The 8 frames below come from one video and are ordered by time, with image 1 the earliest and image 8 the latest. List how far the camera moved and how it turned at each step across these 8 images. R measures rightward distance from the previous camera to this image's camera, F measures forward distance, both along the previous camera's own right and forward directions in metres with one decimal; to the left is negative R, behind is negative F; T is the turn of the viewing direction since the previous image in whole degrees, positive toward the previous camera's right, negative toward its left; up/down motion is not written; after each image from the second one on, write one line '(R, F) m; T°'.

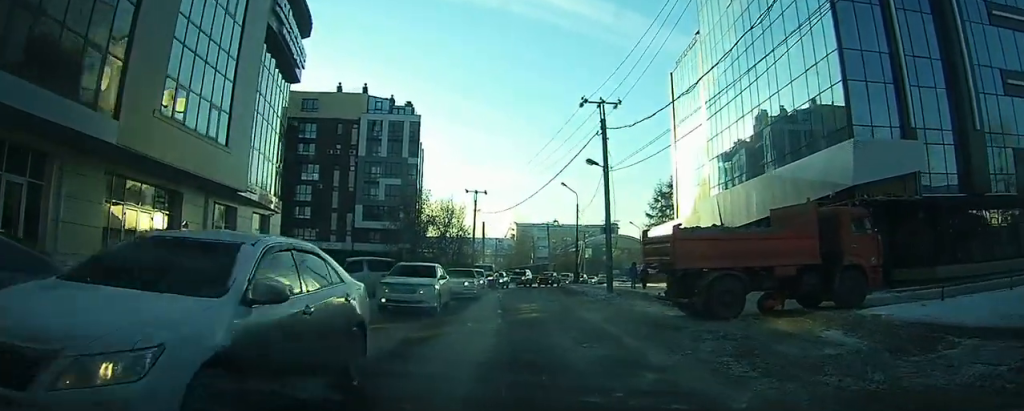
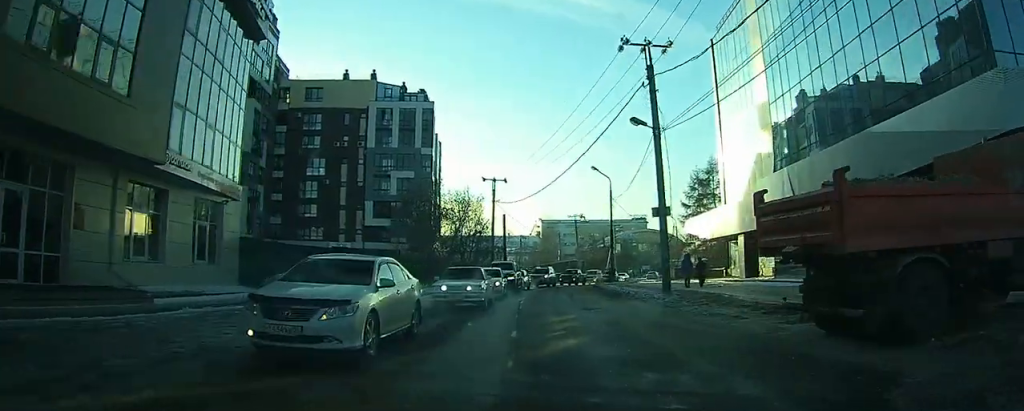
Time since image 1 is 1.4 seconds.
(-0.1, +6.0) m; +3°
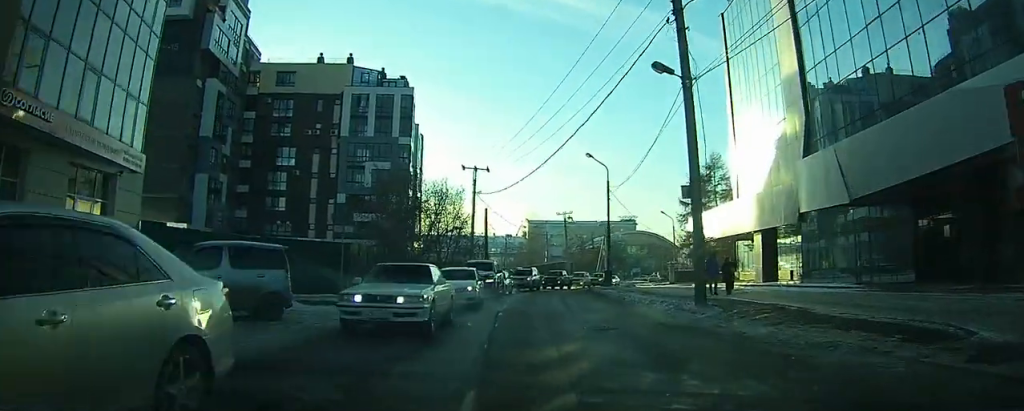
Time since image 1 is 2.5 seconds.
(+0.2, +5.5) m; +3°
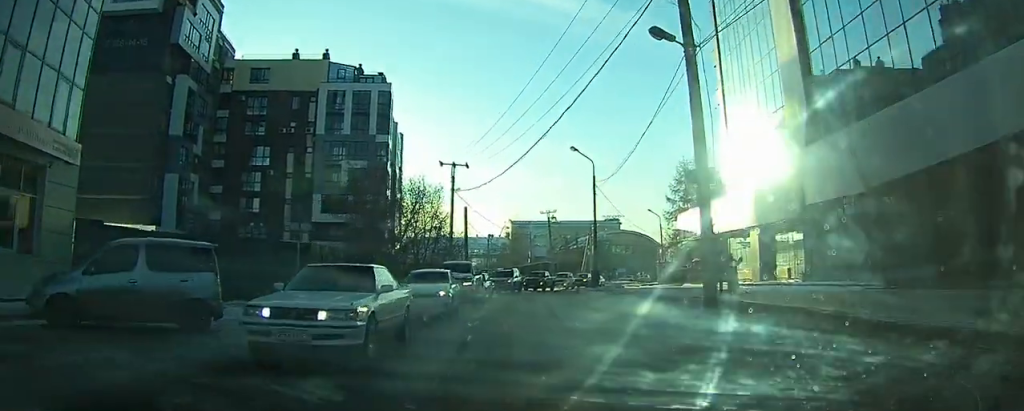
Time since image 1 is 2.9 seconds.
(0.0, +2.3) m; 0°
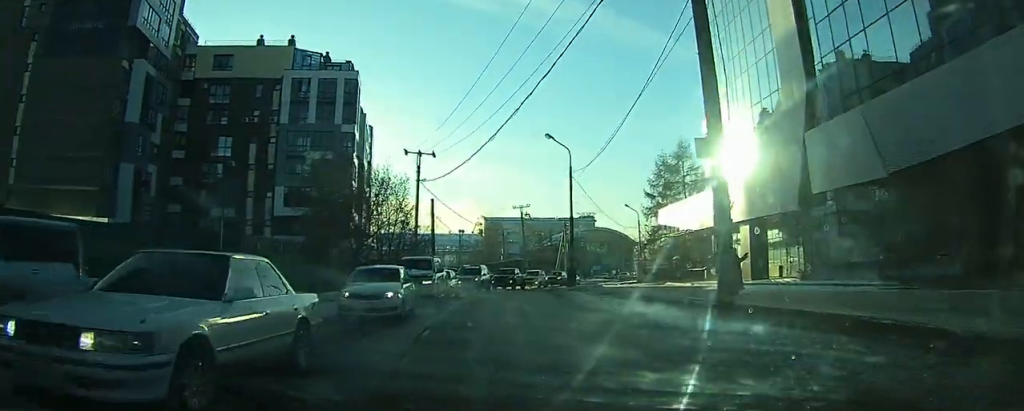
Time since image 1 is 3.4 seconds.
(0.0, +2.9) m; 0°
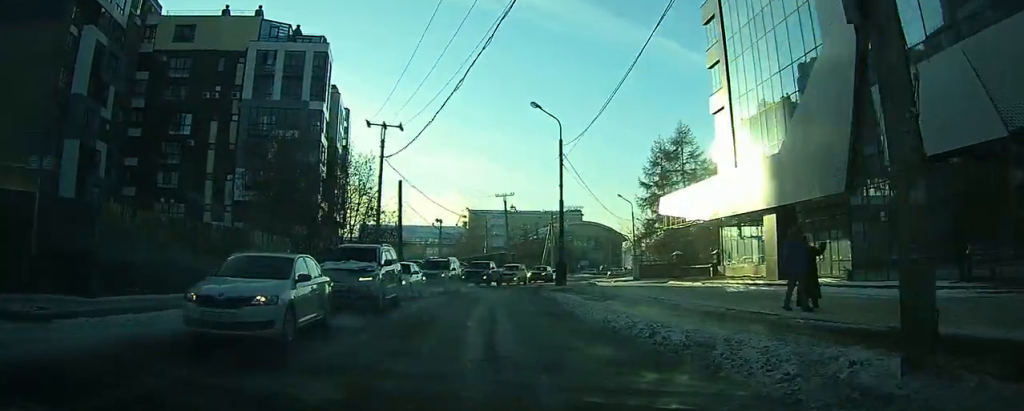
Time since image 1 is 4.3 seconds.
(0.0, +5.9) m; 0°
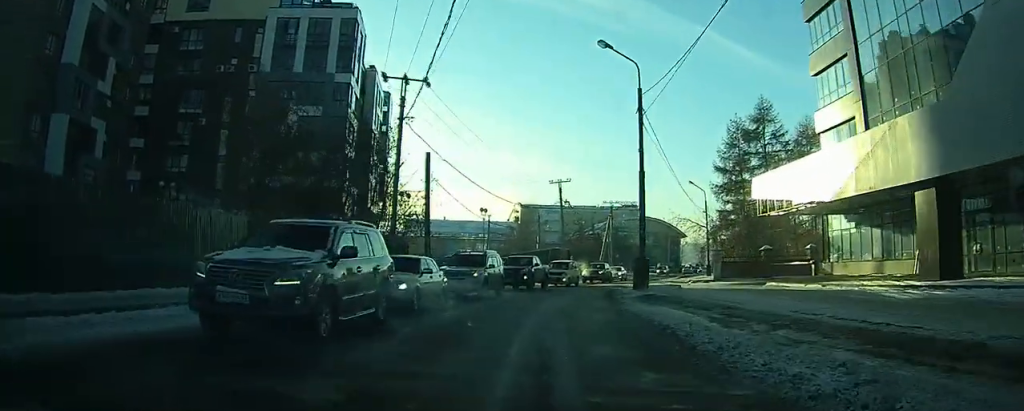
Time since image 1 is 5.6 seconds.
(-0.1, +8.4) m; -1°
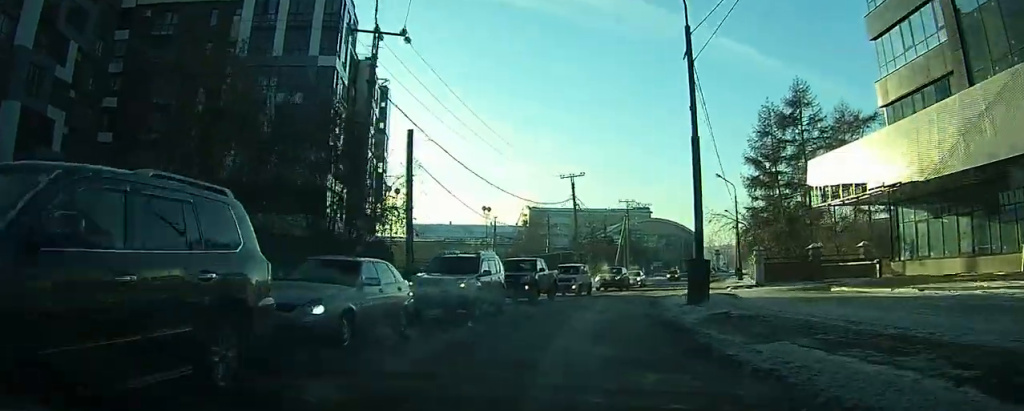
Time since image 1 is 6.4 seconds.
(0.0, +6.3) m; 0°
